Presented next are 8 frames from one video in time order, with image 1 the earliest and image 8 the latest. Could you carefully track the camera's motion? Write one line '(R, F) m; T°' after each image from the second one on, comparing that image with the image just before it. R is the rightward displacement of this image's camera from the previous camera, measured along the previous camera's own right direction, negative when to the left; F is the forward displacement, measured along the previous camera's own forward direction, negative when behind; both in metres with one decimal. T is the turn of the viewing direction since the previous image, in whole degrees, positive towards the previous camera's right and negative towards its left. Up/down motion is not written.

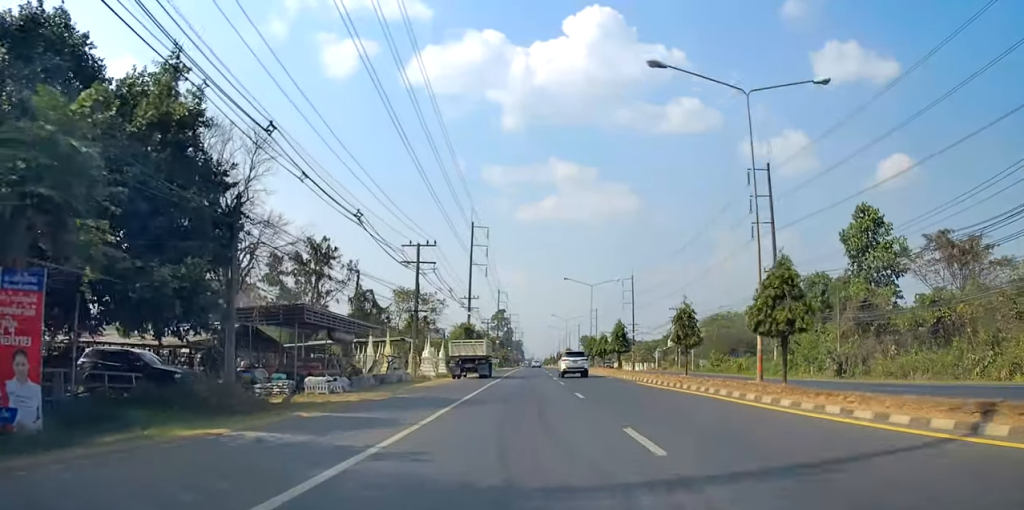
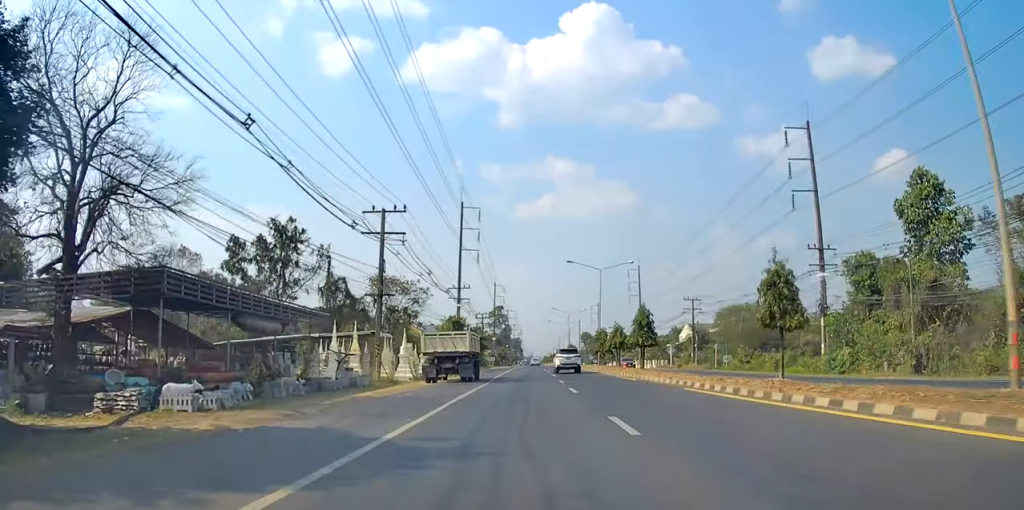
(-0.2, +10.4) m; 0°
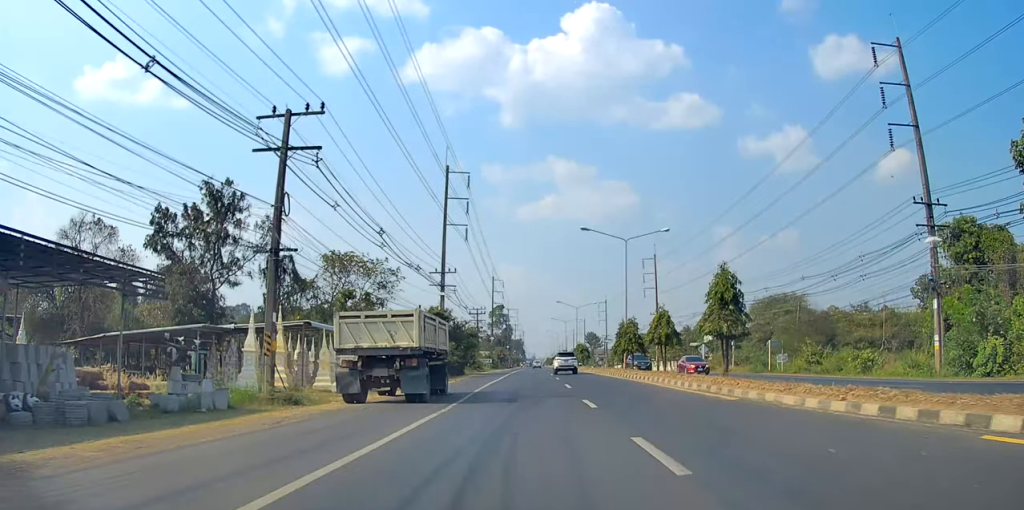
(+0.5, +15.4) m; 0°
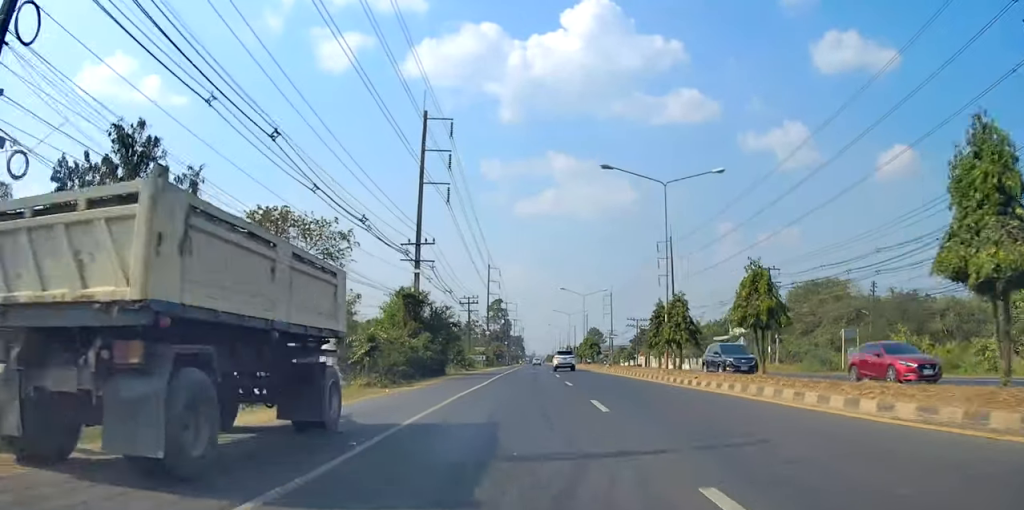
(-0.4, +13.1) m; 0°
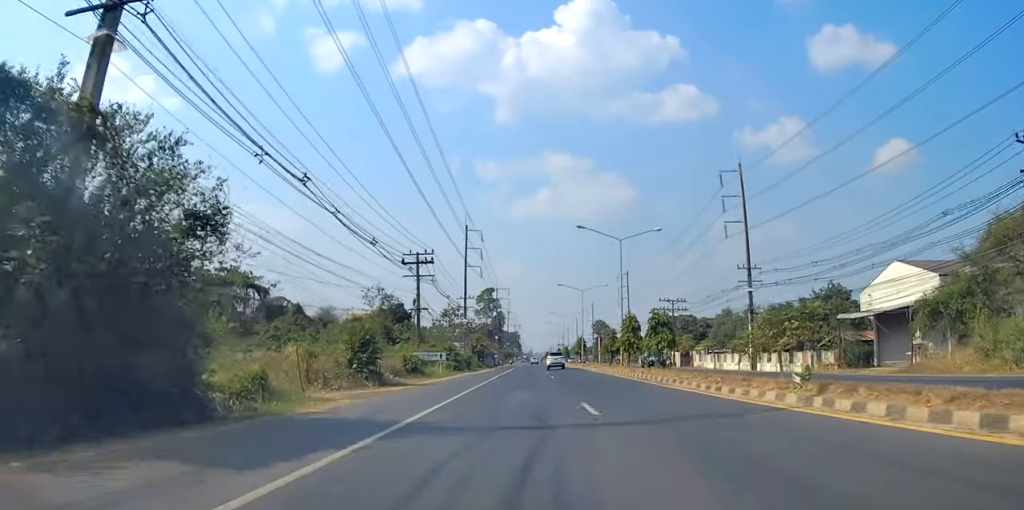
(+0.3, +36.1) m; +1°
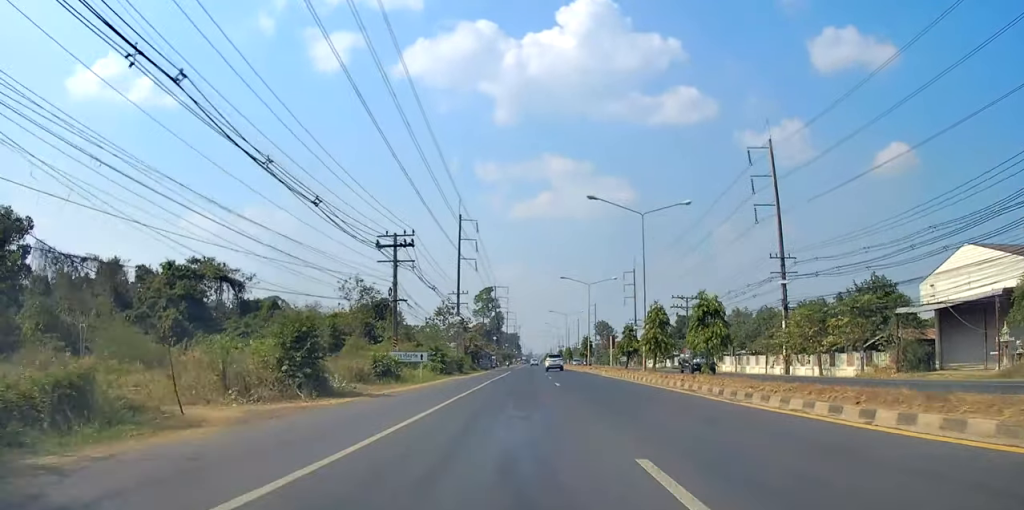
(-0.3, +9.1) m; 0°
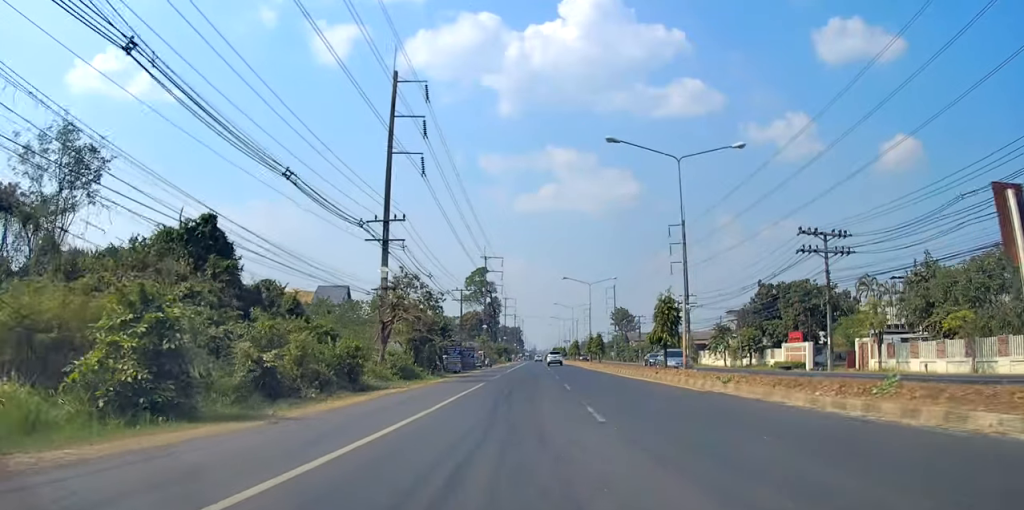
(-0.1, +42.3) m; 0°
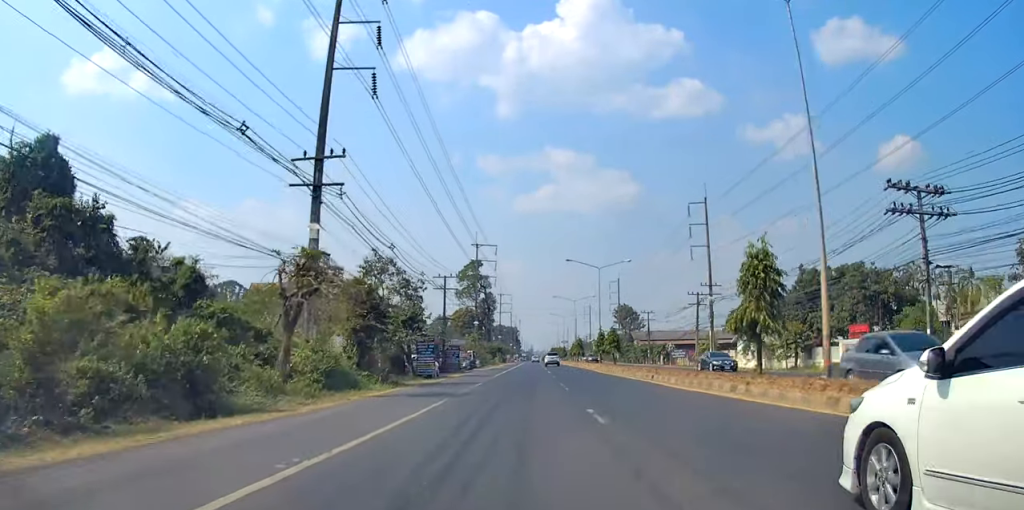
(+0.4, +12.9) m; 0°
